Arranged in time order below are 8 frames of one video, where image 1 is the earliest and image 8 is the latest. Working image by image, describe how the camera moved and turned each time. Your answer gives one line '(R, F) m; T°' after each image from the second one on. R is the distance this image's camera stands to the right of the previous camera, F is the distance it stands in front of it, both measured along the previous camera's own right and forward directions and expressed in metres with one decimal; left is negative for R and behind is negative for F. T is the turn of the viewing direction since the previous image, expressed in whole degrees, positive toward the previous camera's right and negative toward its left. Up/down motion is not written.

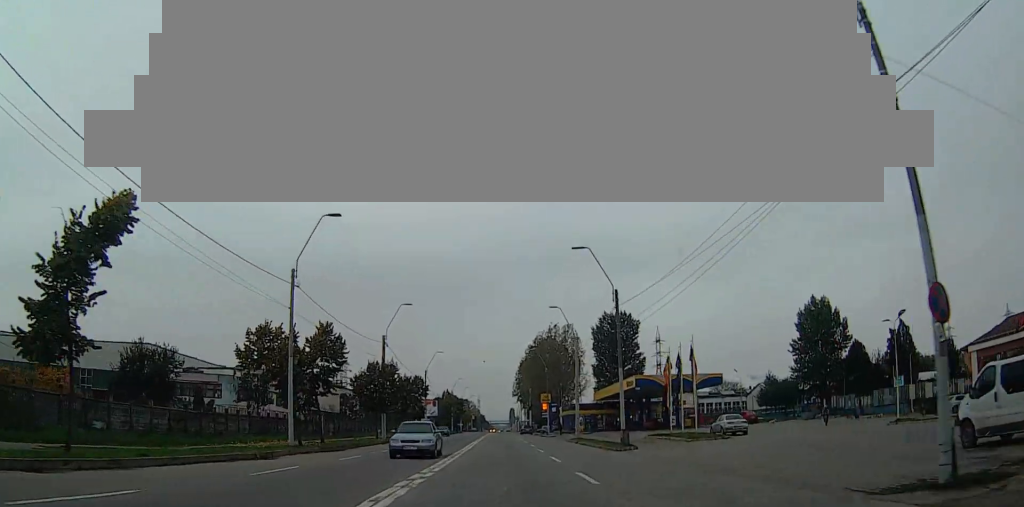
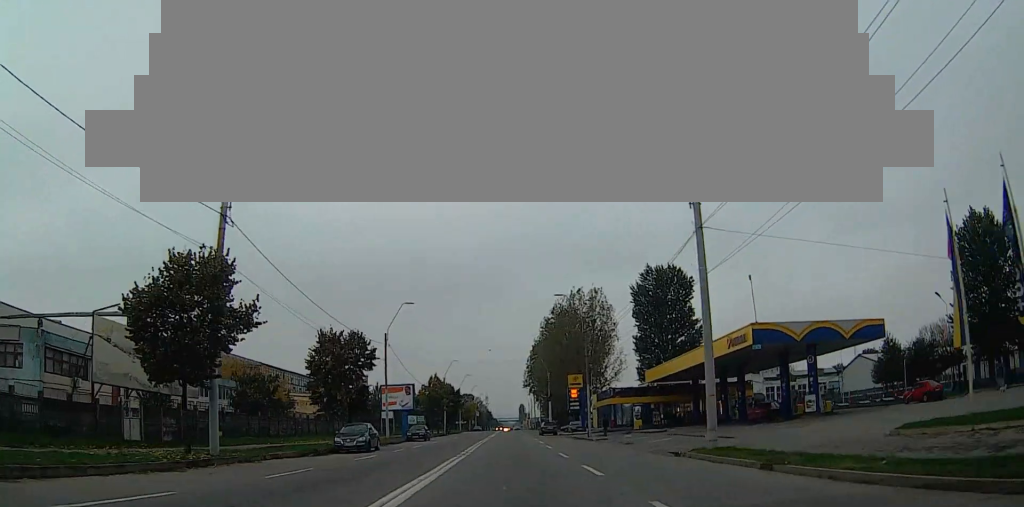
(0.0, +32.9) m; 0°
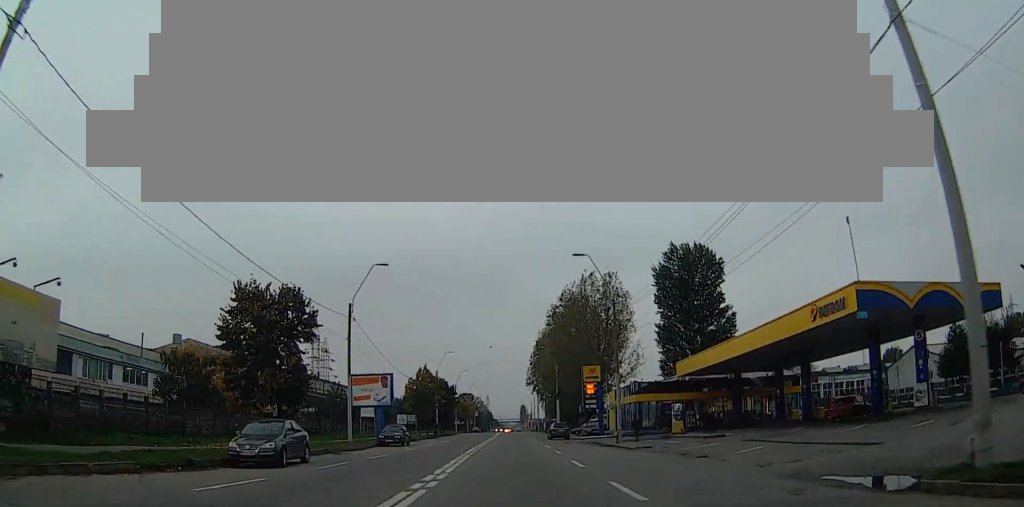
(0.0, +12.1) m; 0°
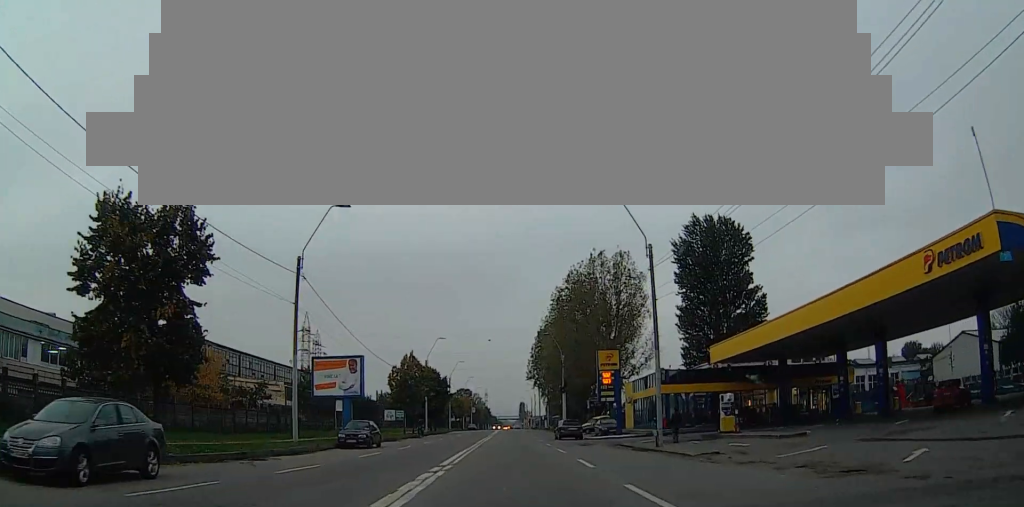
(-0.1, +9.5) m; 0°
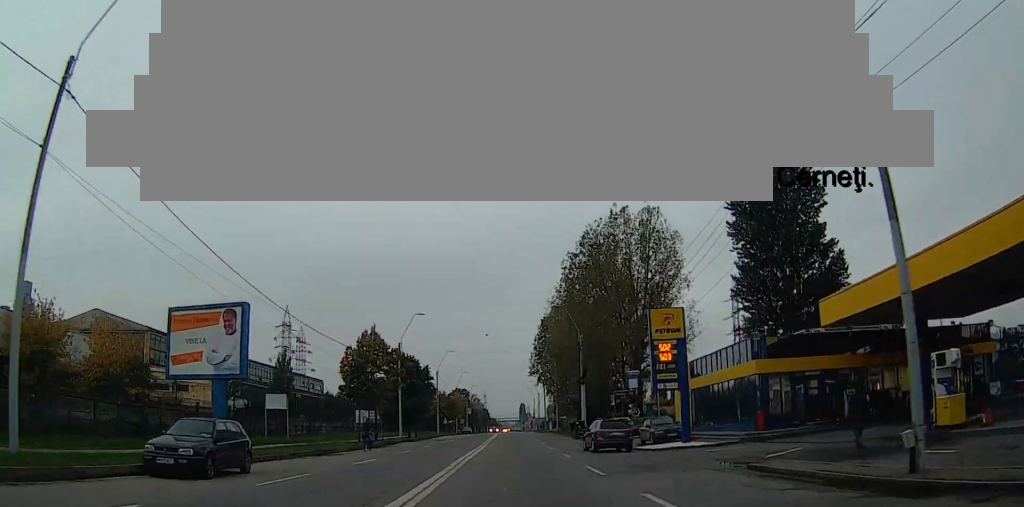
(+0.1, +18.1) m; +1°
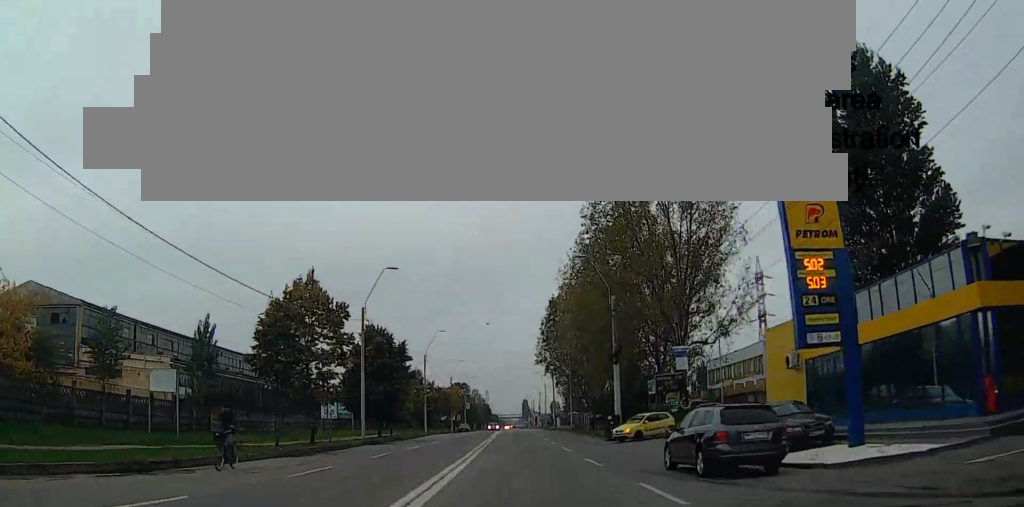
(+0.2, +17.9) m; 0°
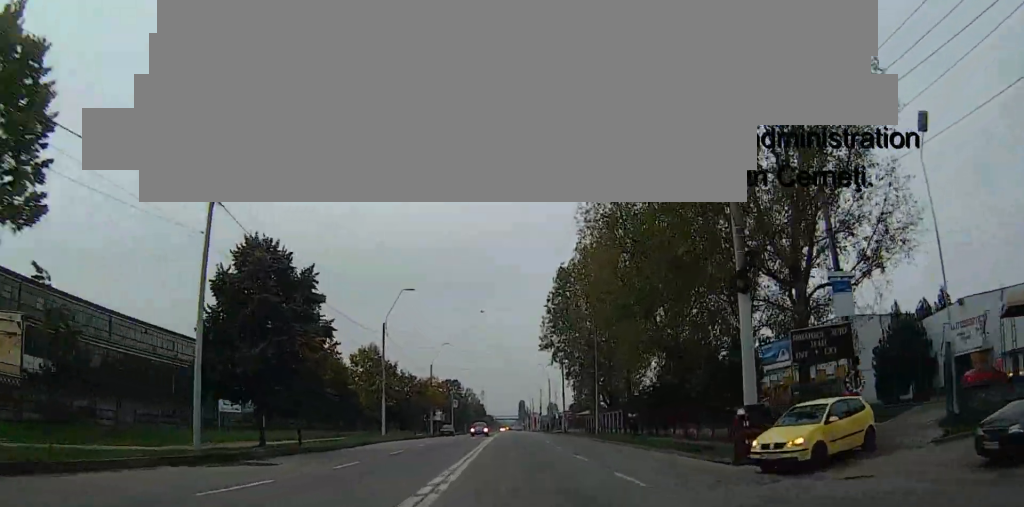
(-0.3, +27.7) m; -2°
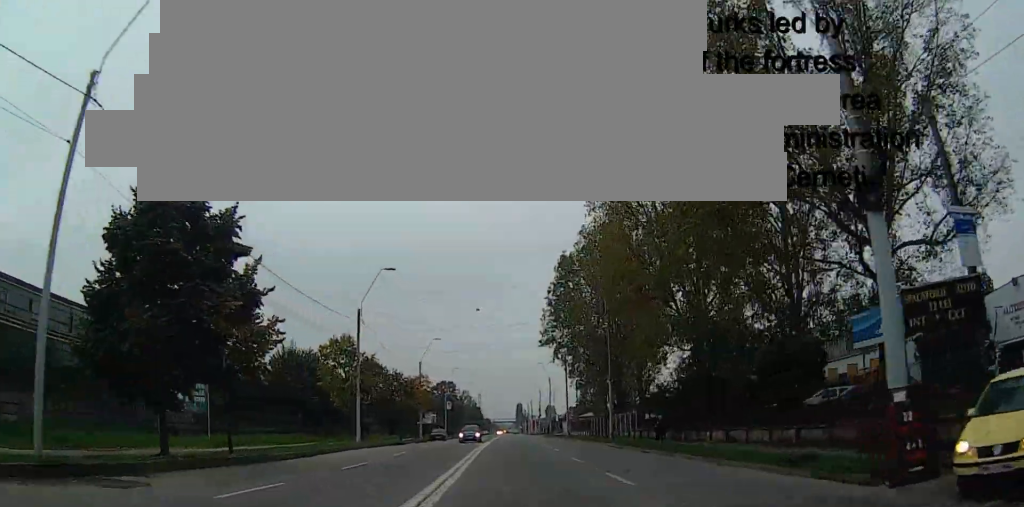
(-0.1, +9.1) m; -1°
